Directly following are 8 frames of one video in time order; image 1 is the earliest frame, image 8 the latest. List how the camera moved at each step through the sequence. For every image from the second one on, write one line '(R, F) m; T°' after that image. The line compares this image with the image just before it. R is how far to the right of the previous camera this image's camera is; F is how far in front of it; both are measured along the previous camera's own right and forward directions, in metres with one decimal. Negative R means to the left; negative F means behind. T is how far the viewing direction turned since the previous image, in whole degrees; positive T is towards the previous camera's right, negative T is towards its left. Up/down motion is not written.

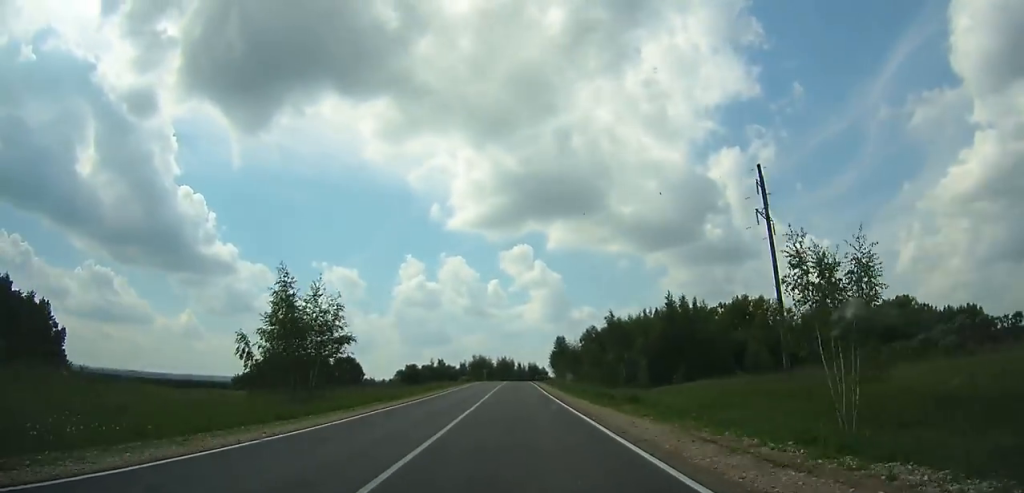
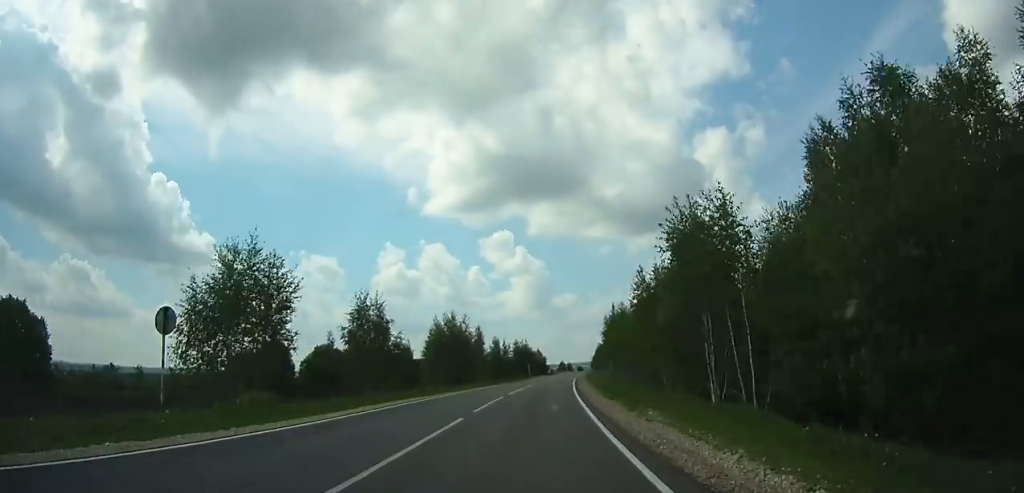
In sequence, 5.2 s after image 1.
(-3.3, +97.6) m; 0°
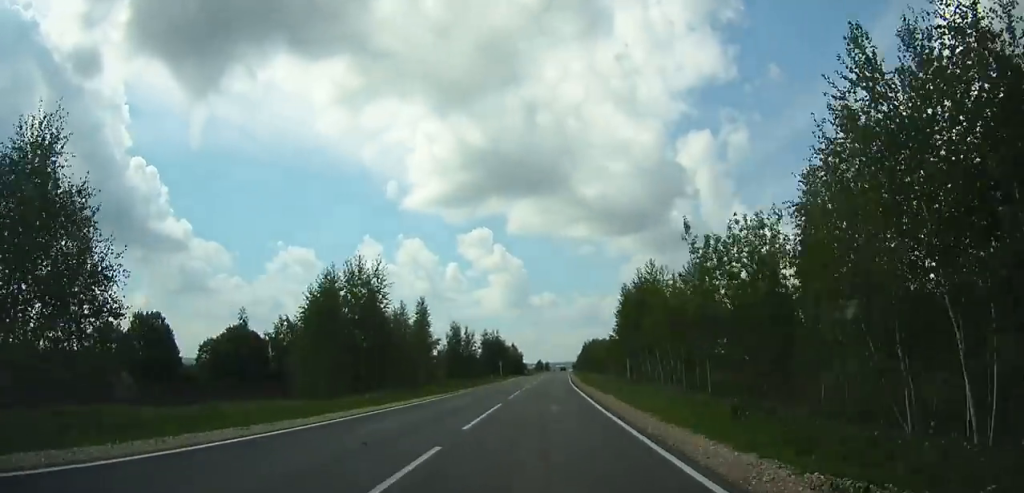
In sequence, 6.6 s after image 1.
(-0.4, +27.3) m; +1°
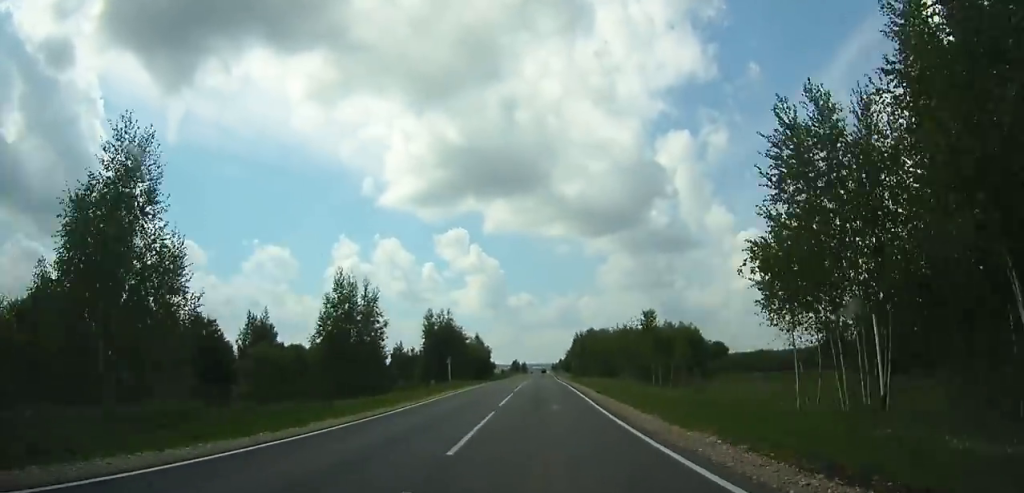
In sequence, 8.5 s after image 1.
(+1.5, +38.8) m; +2°
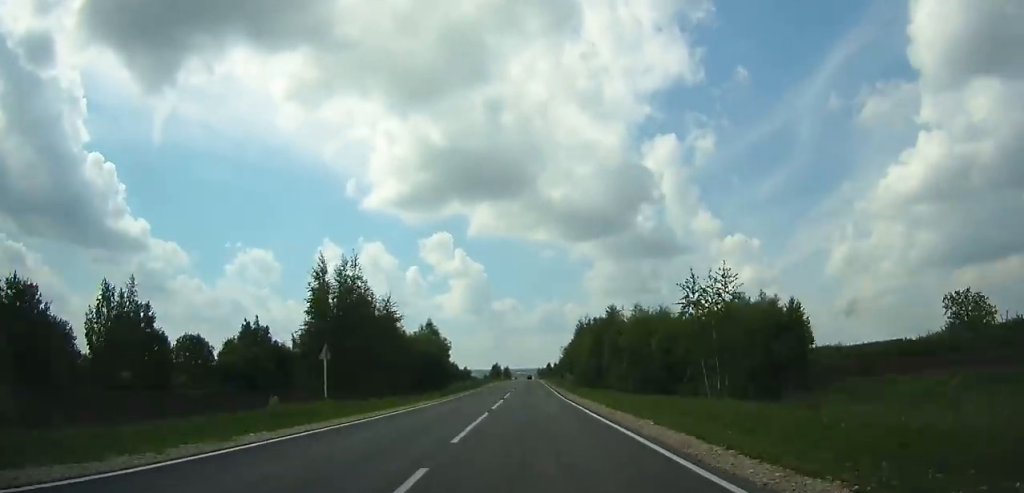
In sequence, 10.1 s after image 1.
(+0.5, +33.3) m; +1°
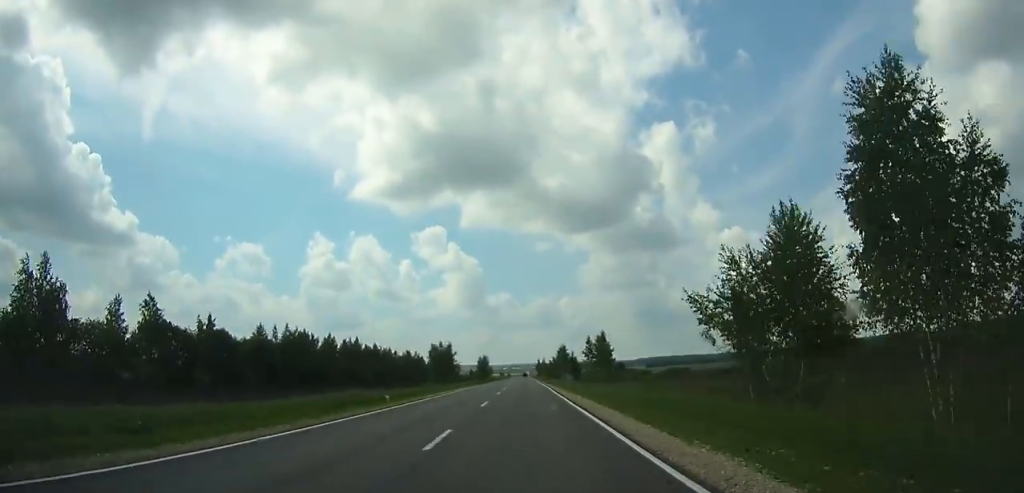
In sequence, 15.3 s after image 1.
(+1.7, +113.9) m; +1°
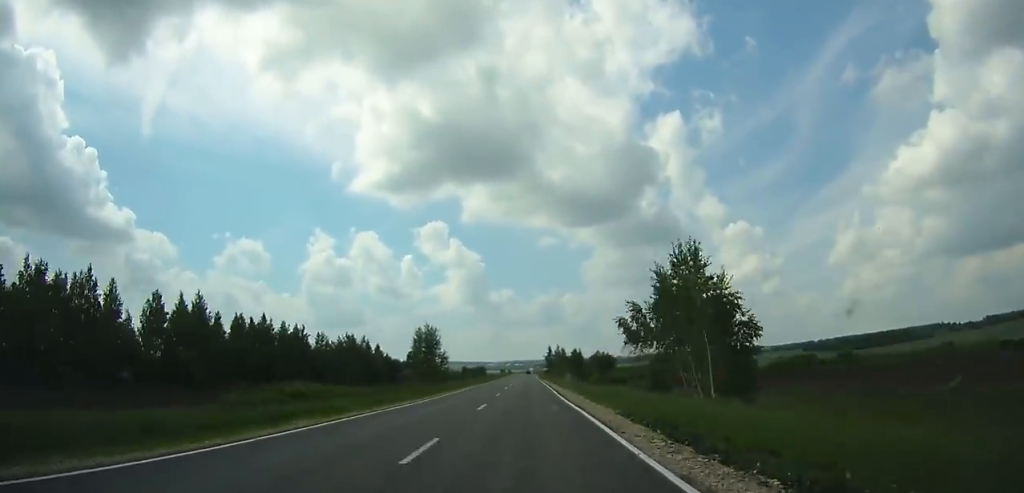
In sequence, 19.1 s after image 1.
(+0.4, +88.9) m; 0°
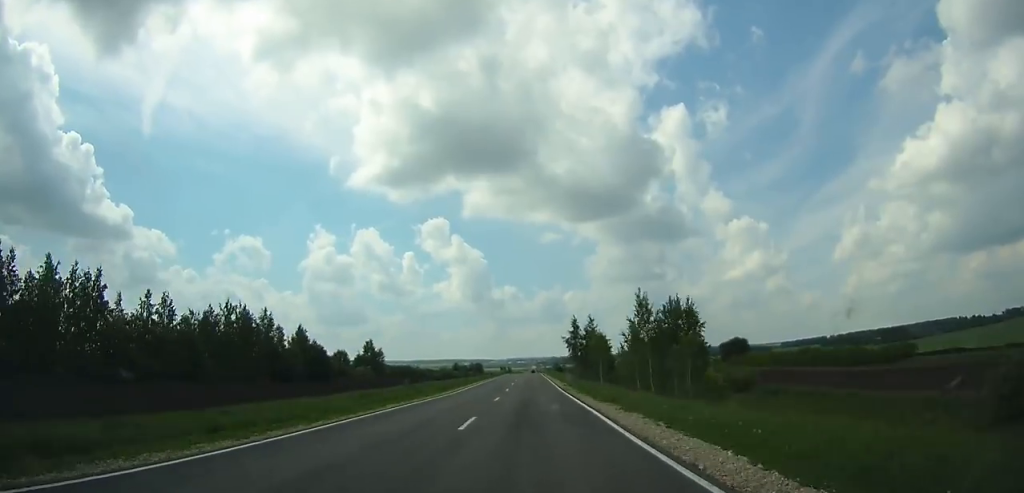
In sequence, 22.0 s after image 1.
(-0.3, +69.8) m; 0°
